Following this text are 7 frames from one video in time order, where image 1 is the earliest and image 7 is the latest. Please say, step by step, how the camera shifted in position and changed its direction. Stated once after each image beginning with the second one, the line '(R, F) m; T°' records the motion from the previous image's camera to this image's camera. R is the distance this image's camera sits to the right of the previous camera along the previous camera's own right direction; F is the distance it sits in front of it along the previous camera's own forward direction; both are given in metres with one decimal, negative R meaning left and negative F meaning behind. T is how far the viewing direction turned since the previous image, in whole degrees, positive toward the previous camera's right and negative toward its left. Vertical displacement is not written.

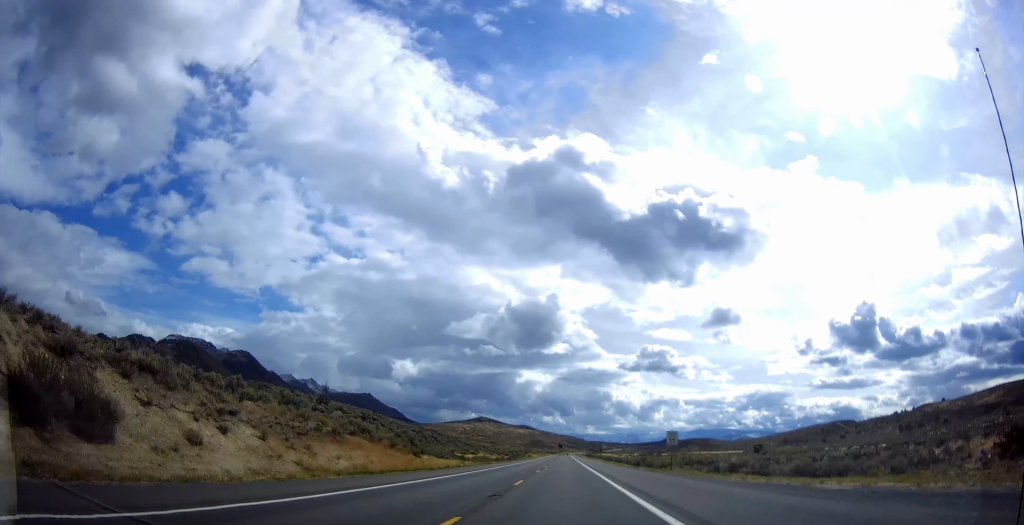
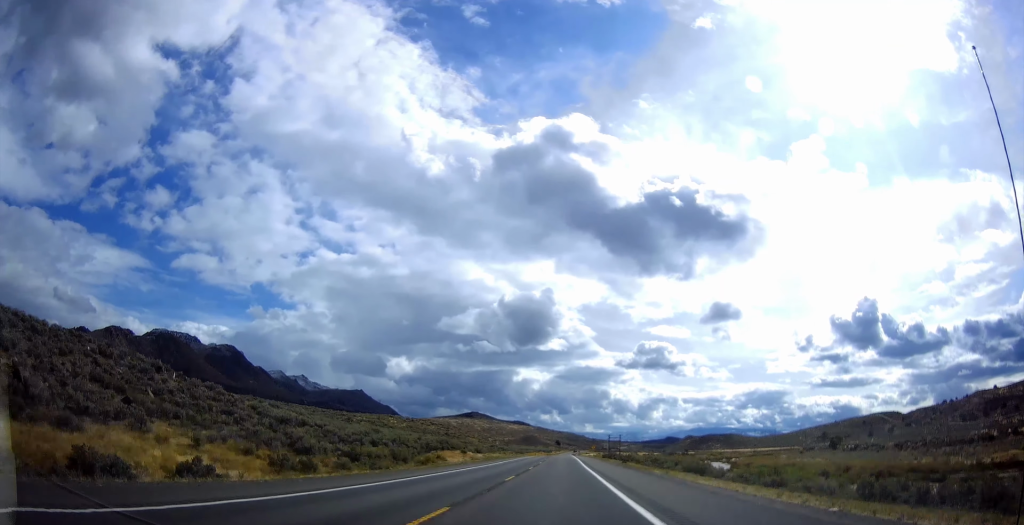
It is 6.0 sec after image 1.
(+0.3, +154.1) m; 0°
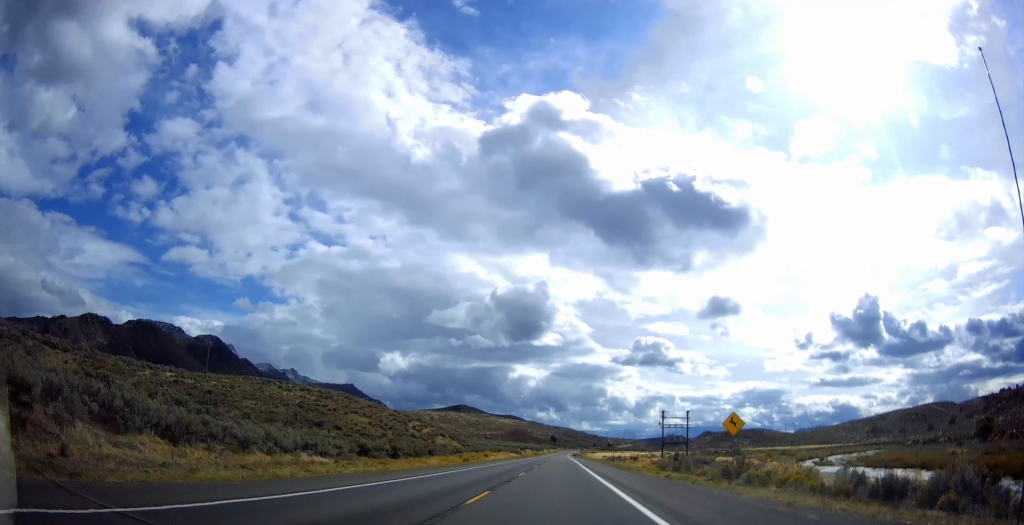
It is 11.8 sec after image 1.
(-0.5, +151.2) m; 0°
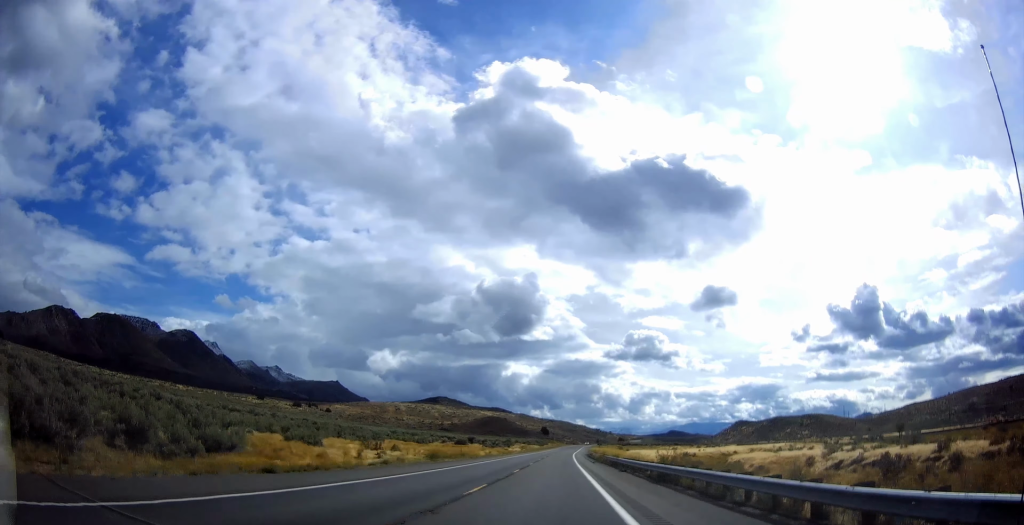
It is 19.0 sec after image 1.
(+1.8, +192.5) m; +1°
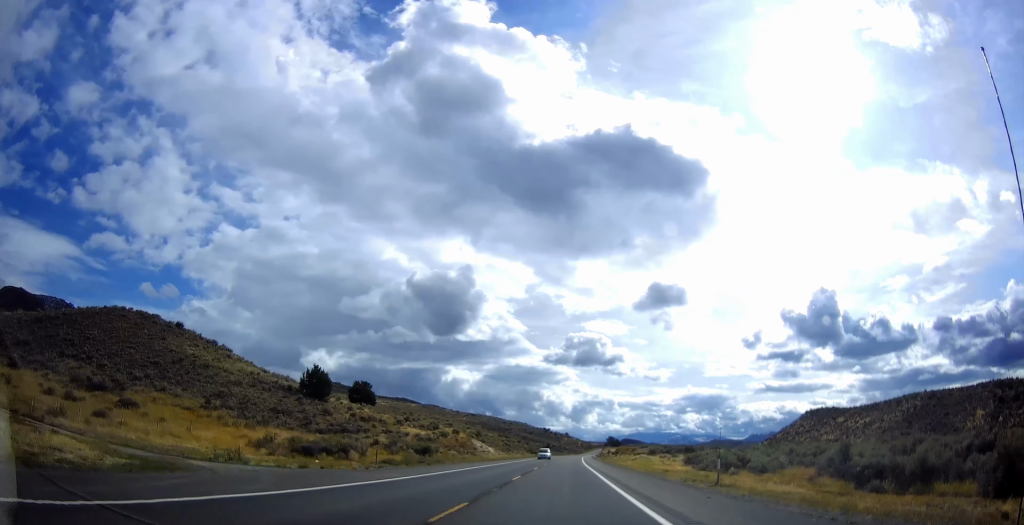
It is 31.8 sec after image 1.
(+13.6, +341.8) m; +5°
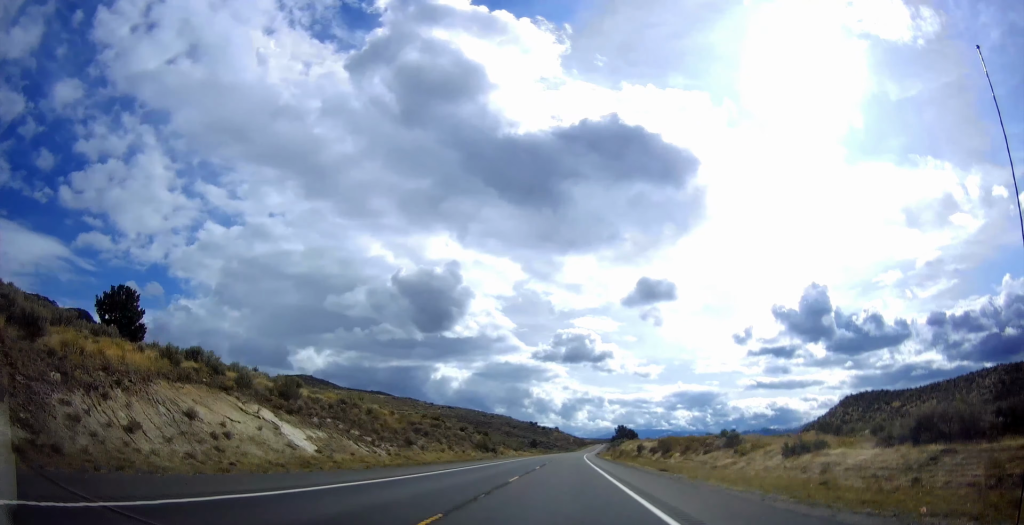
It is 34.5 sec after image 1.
(+0.1, +74.8) m; +1°
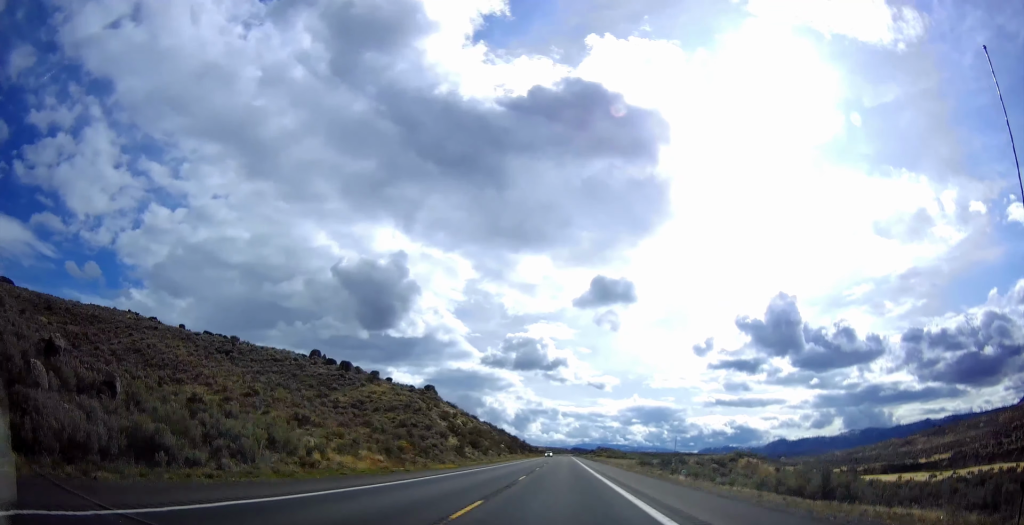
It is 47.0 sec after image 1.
(+12.7, +342.2) m; +3°
